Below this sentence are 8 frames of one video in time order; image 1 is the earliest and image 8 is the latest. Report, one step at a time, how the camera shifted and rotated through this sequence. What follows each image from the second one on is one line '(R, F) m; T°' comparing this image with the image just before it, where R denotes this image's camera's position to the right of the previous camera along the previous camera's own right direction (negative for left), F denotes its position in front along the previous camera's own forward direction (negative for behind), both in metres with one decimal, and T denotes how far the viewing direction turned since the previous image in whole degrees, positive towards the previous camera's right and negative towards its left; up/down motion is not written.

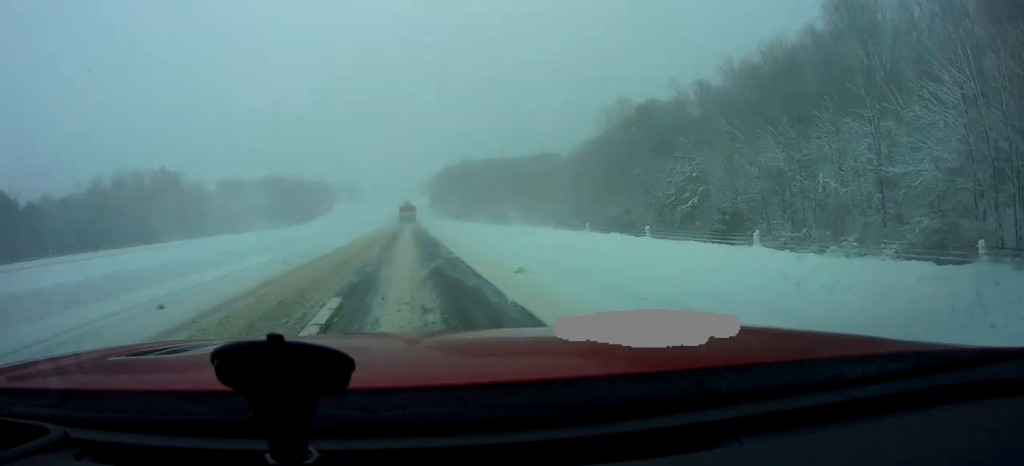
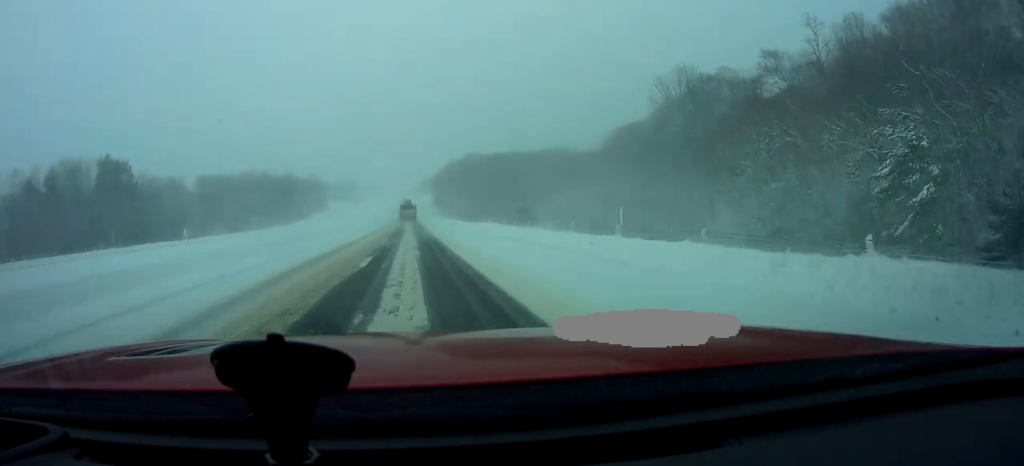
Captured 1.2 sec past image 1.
(-0.2, +28.3) m; 0°
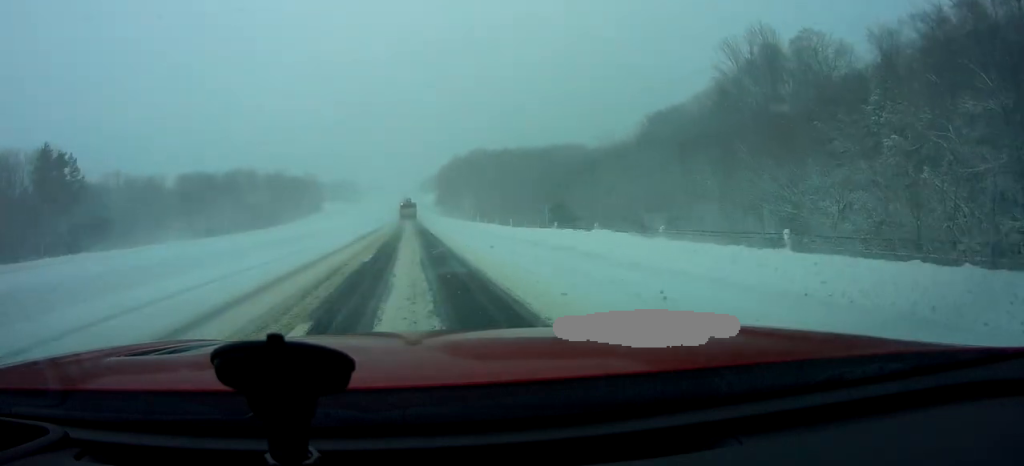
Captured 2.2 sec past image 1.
(+0.3, +22.8) m; +1°
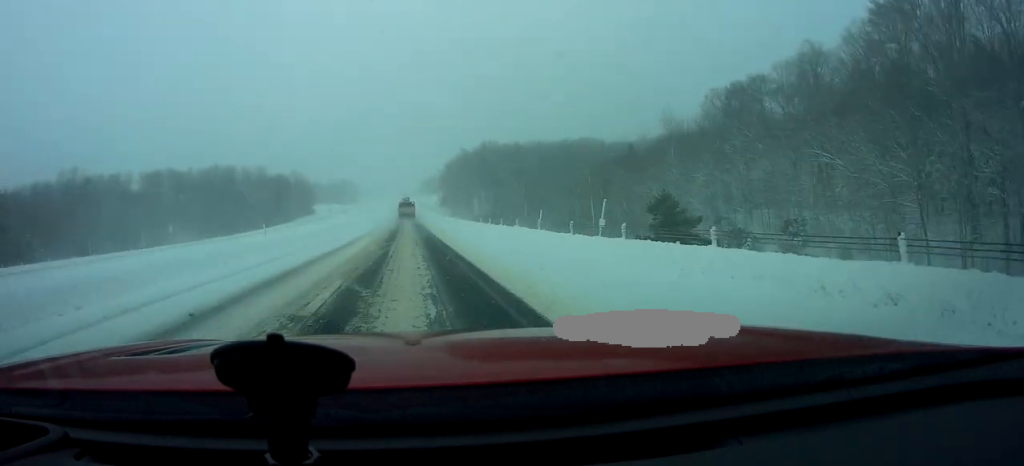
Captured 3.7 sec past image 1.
(-0.2, +32.3) m; -2°
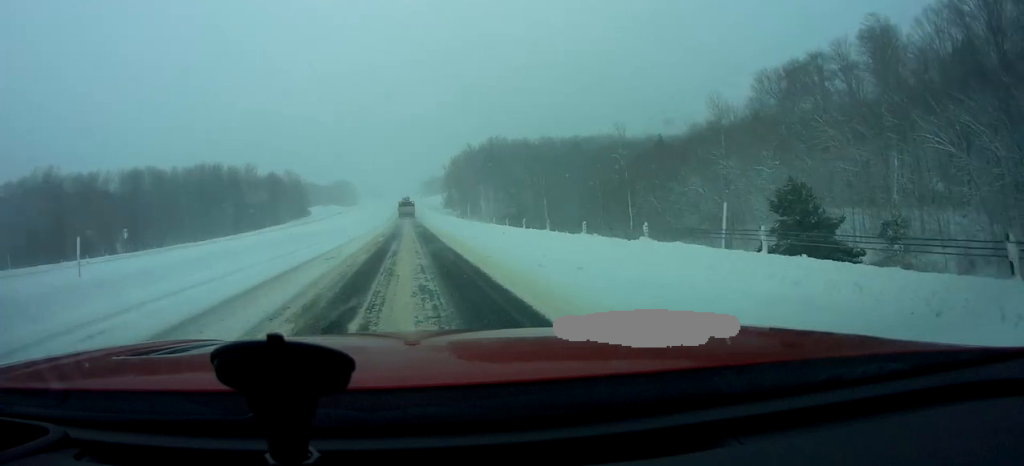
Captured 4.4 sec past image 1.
(-0.8, +16.5) m; 0°
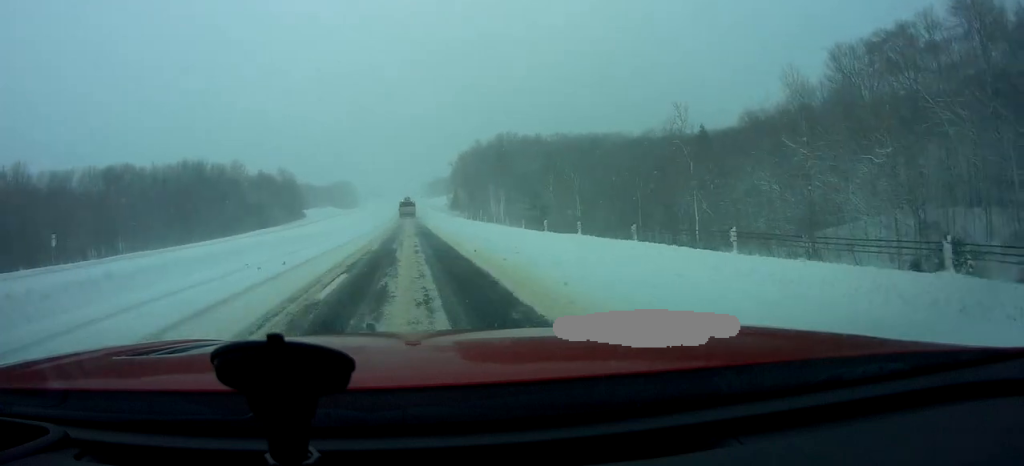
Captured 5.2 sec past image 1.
(+0.8, +18.8) m; +2°
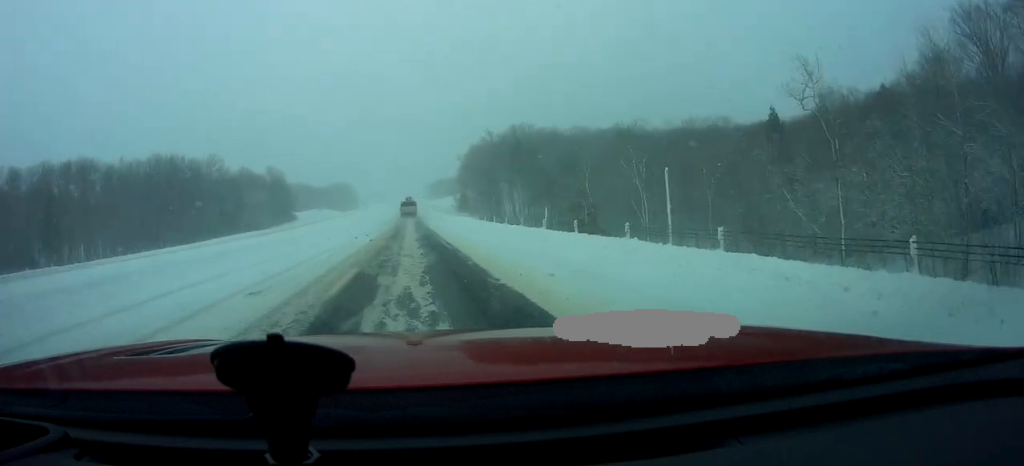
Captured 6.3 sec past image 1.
(+0.3, +24.0) m; -1°
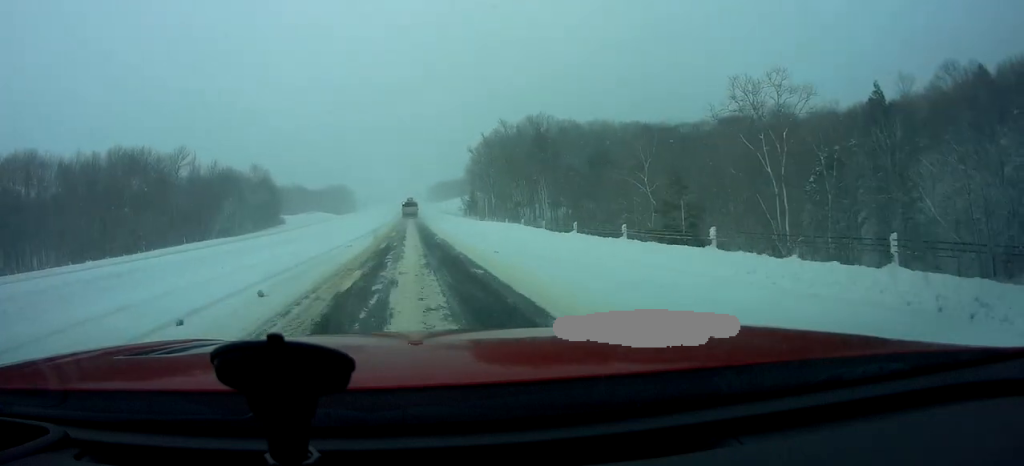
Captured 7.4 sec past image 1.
(-0.5, +24.7) m; -1°
